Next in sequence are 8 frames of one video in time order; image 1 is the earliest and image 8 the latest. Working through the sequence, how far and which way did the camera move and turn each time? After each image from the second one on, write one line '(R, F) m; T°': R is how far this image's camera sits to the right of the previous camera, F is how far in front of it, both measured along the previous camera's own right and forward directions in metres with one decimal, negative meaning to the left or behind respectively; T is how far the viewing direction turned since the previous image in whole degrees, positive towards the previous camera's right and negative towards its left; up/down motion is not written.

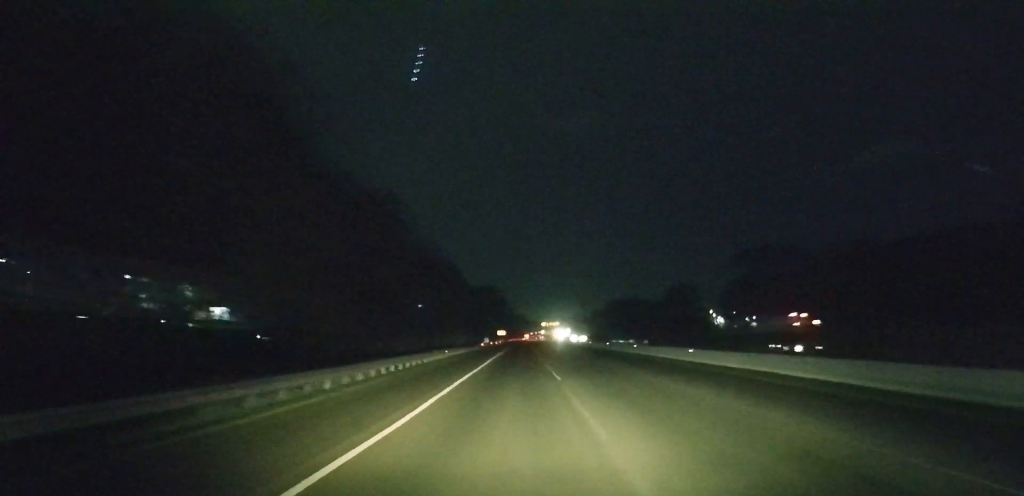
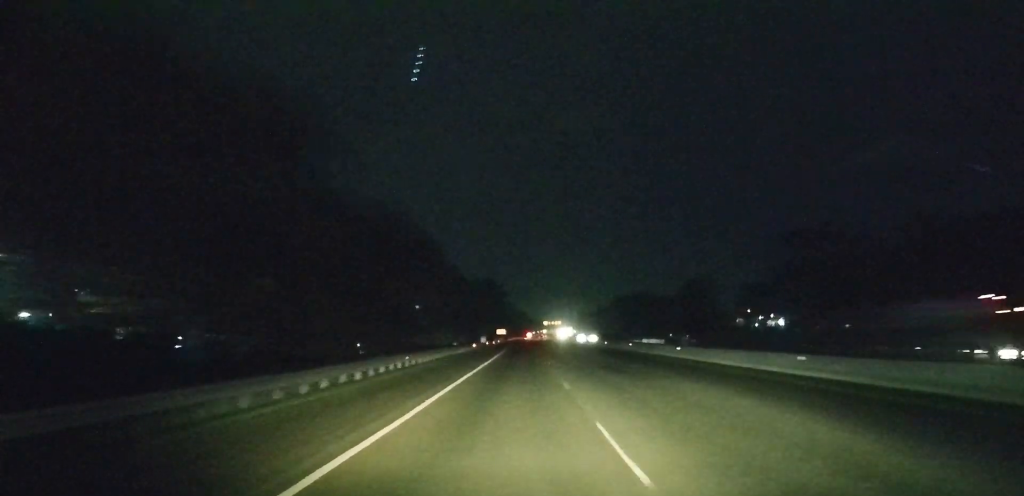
(0.0, +17.9) m; 0°
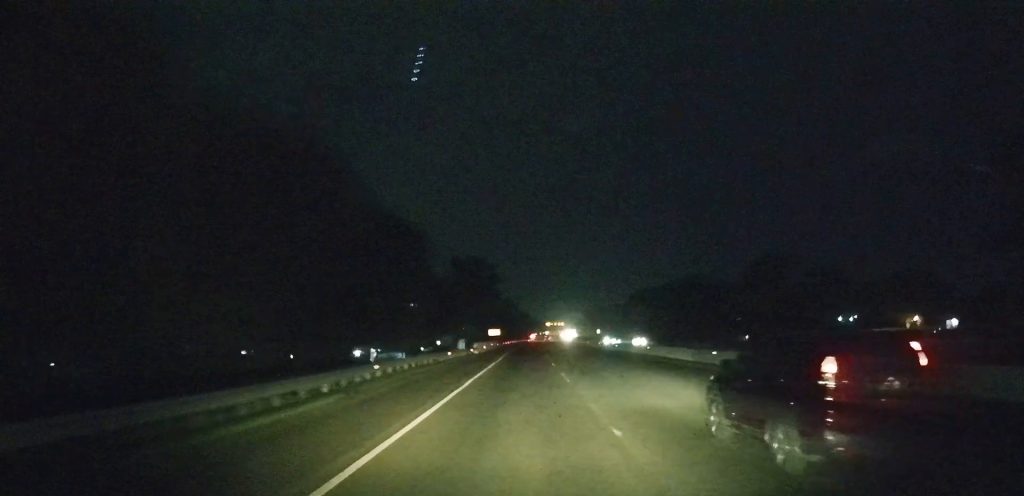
(-0.3, +49.9) m; -1°
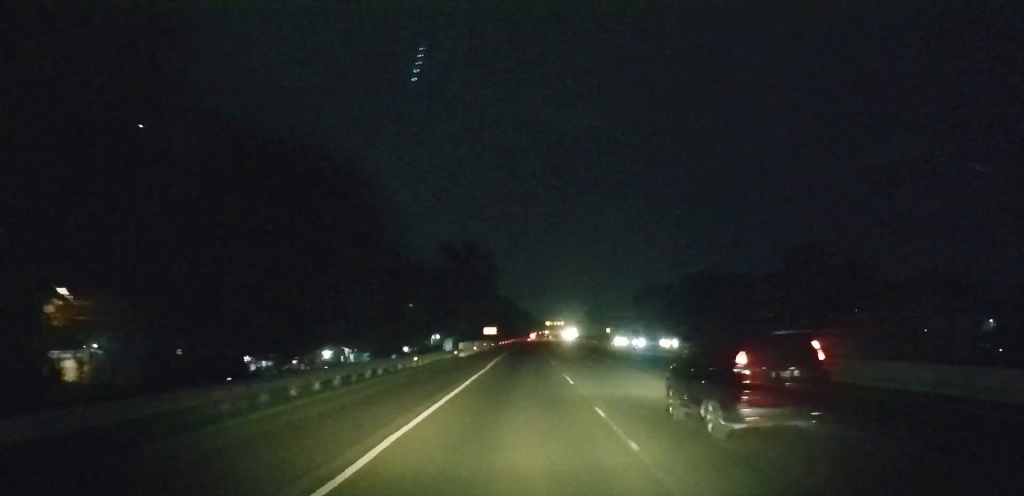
(0.0, +13.3) m; 0°
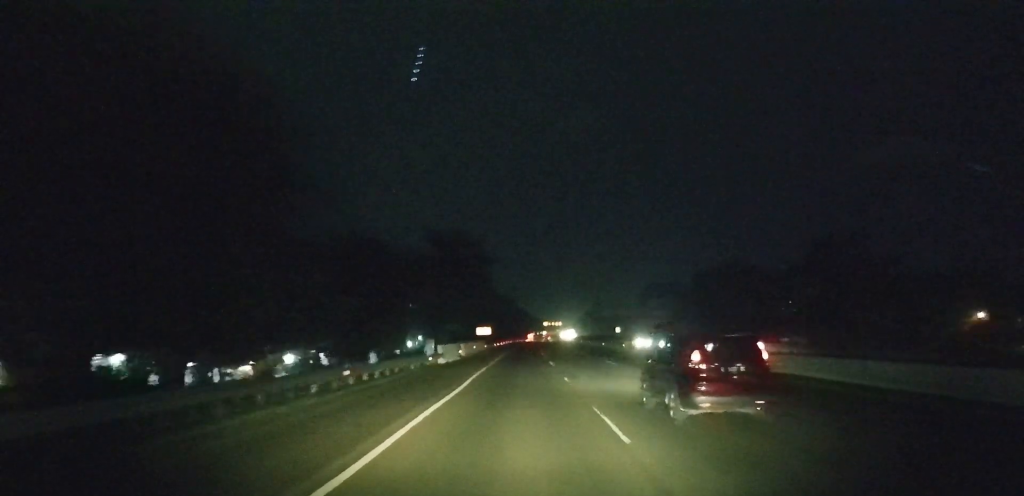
(0.0, +12.5) m; 0°
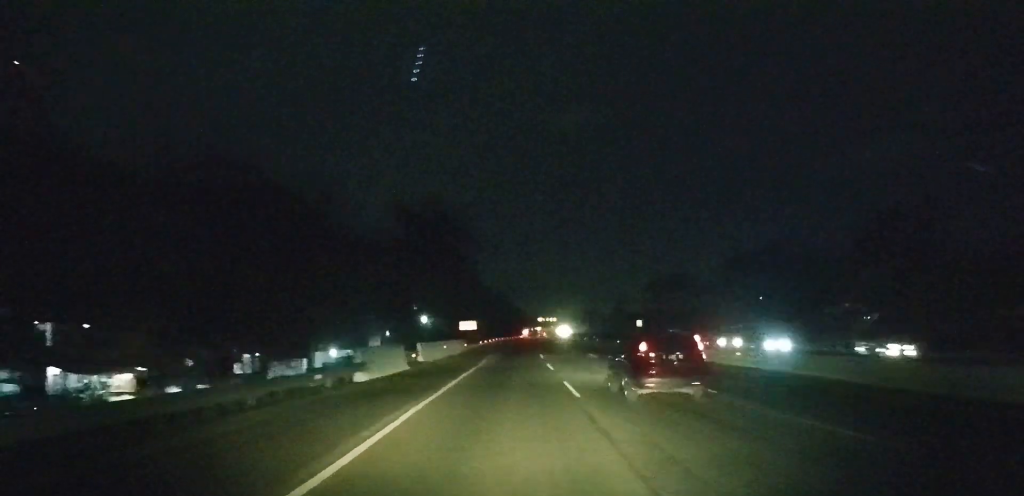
(0.0, +19.5) m; +1°
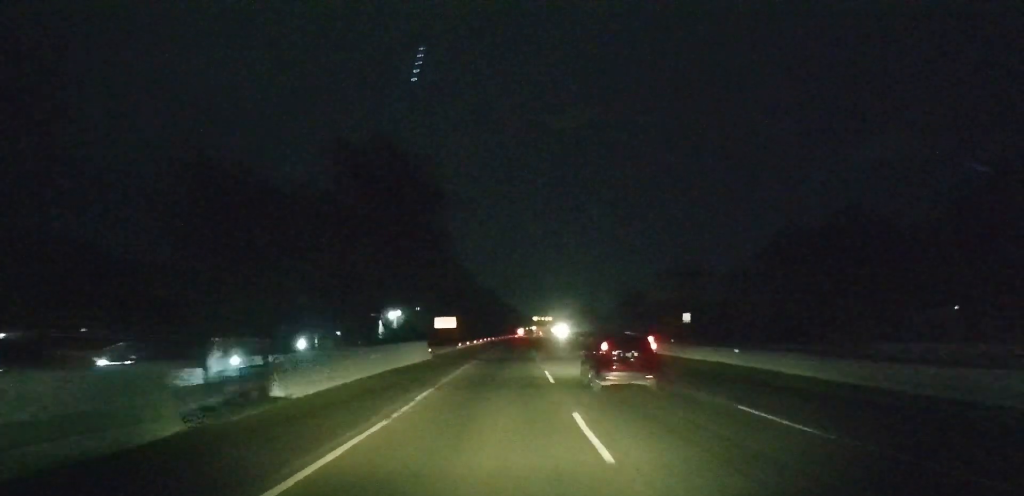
(+0.2, +20.9) m; +1°
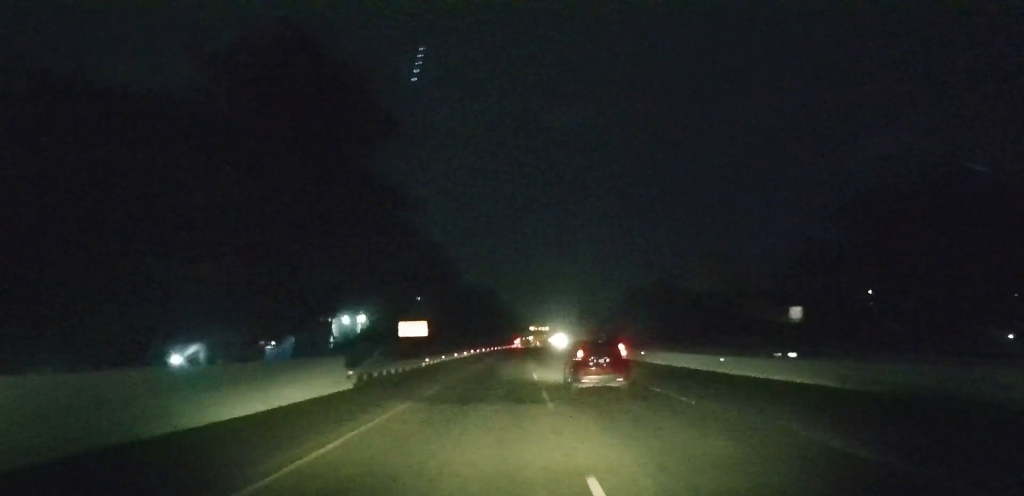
(0.0, +18.3) m; 0°
